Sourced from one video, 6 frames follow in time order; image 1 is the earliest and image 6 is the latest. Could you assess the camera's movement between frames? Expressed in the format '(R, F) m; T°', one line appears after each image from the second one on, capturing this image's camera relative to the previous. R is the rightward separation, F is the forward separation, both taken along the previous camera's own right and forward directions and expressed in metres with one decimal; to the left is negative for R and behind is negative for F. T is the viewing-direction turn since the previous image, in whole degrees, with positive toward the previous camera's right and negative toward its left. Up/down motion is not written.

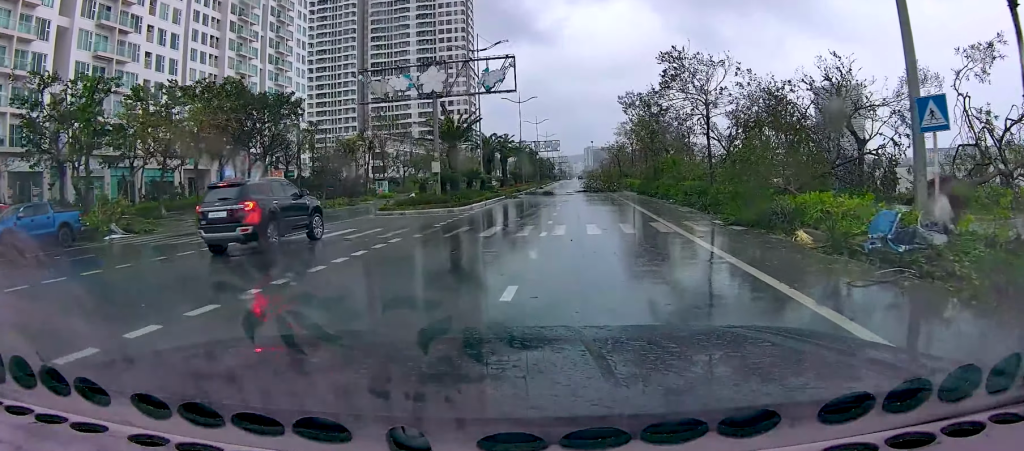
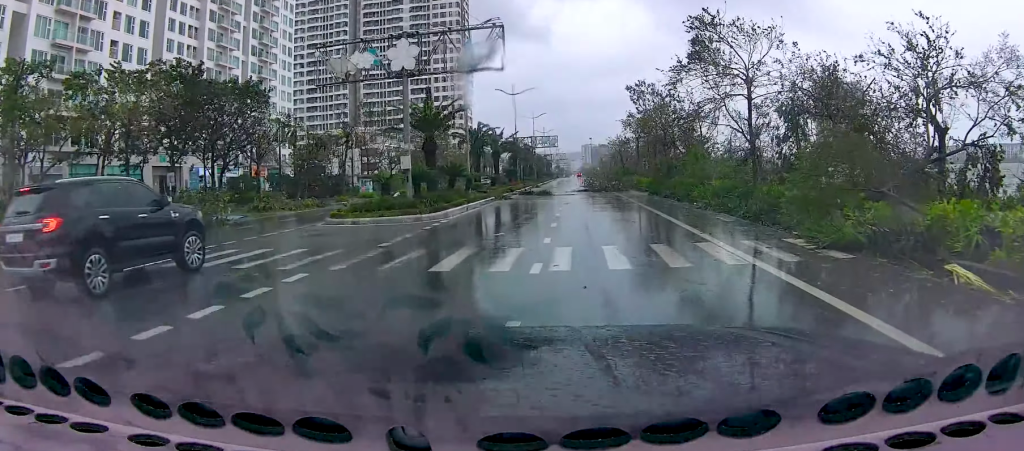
(+0.1, +6.1) m; +3°
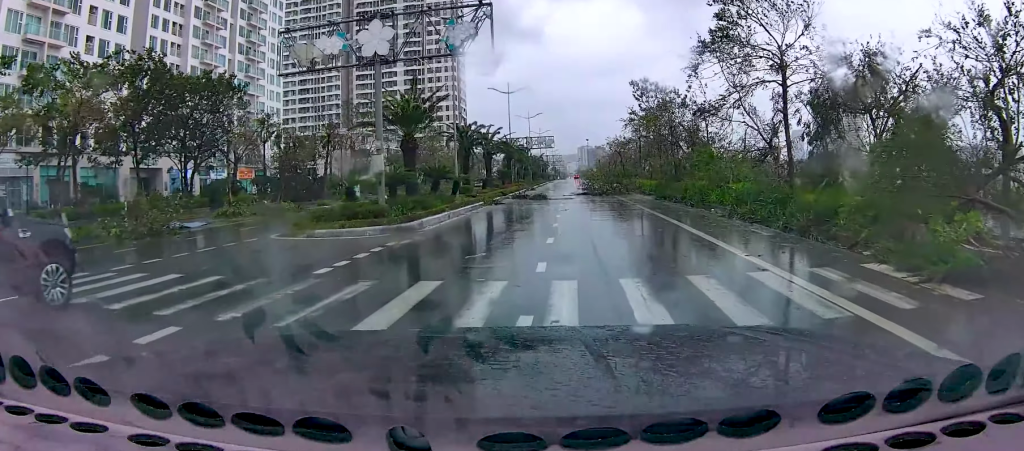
(+0.1, +3.5) m; +1°
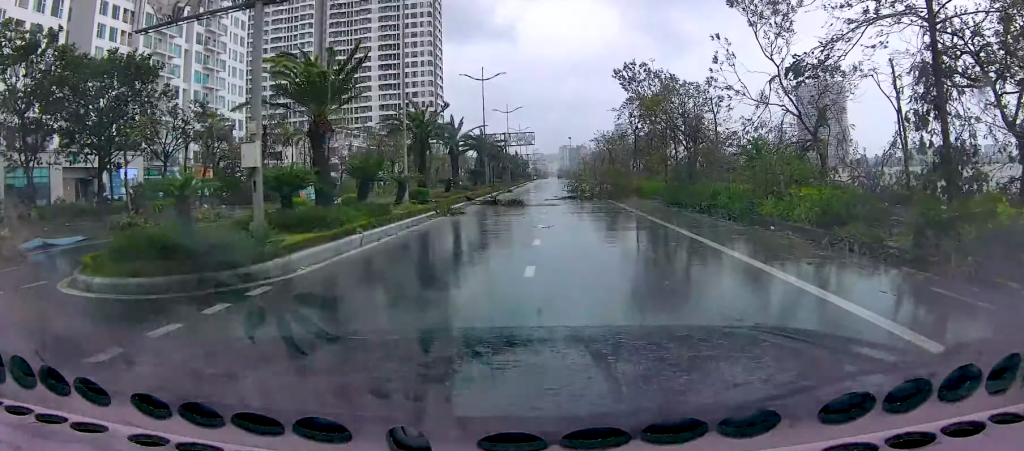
(0.0, +8.3) m; 0°
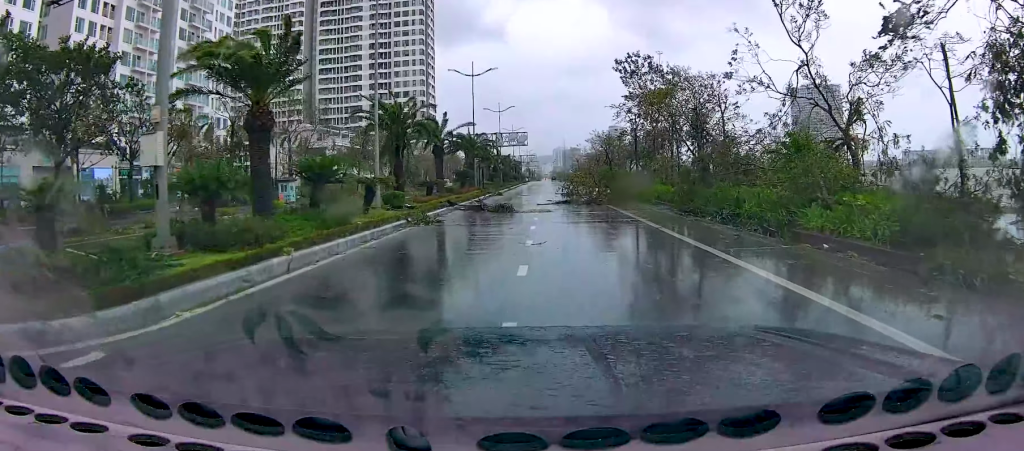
(0.0, +3.6) m; 0°
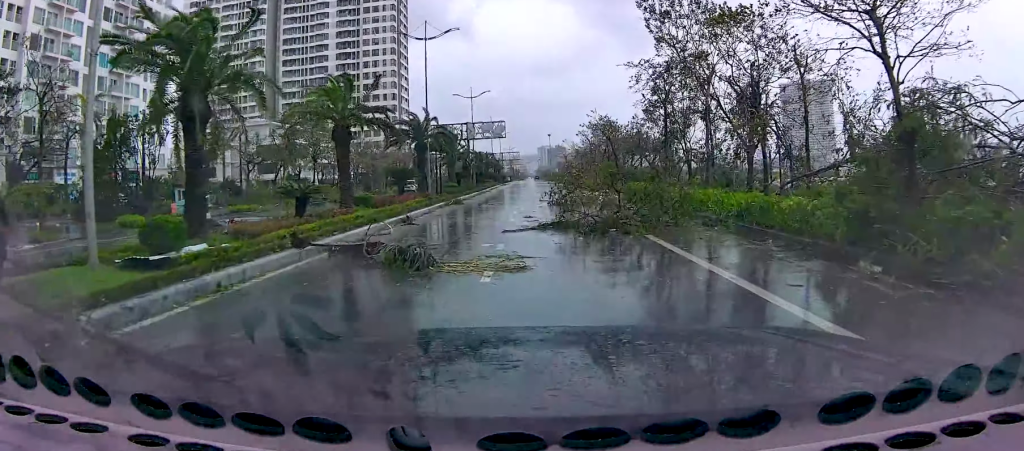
(+0.6, +15.8) m; +3°
